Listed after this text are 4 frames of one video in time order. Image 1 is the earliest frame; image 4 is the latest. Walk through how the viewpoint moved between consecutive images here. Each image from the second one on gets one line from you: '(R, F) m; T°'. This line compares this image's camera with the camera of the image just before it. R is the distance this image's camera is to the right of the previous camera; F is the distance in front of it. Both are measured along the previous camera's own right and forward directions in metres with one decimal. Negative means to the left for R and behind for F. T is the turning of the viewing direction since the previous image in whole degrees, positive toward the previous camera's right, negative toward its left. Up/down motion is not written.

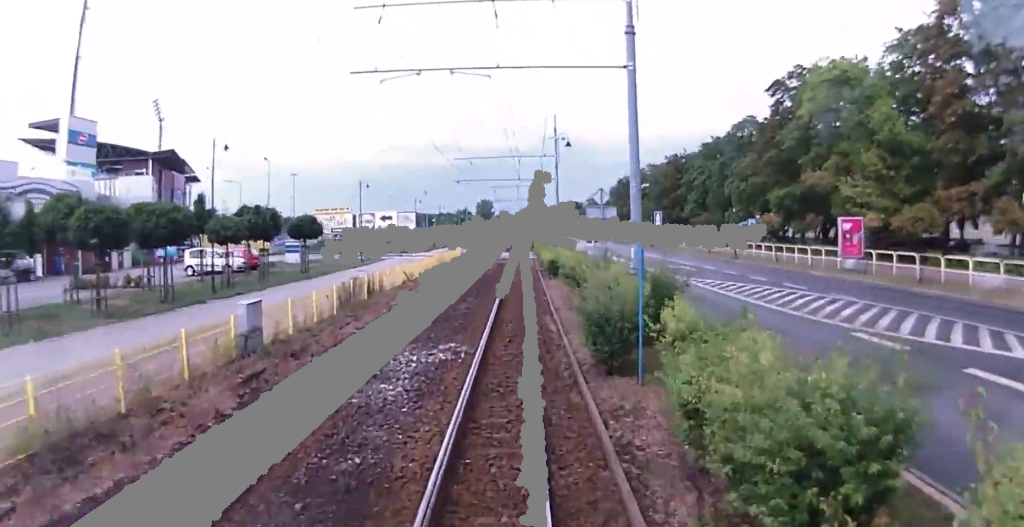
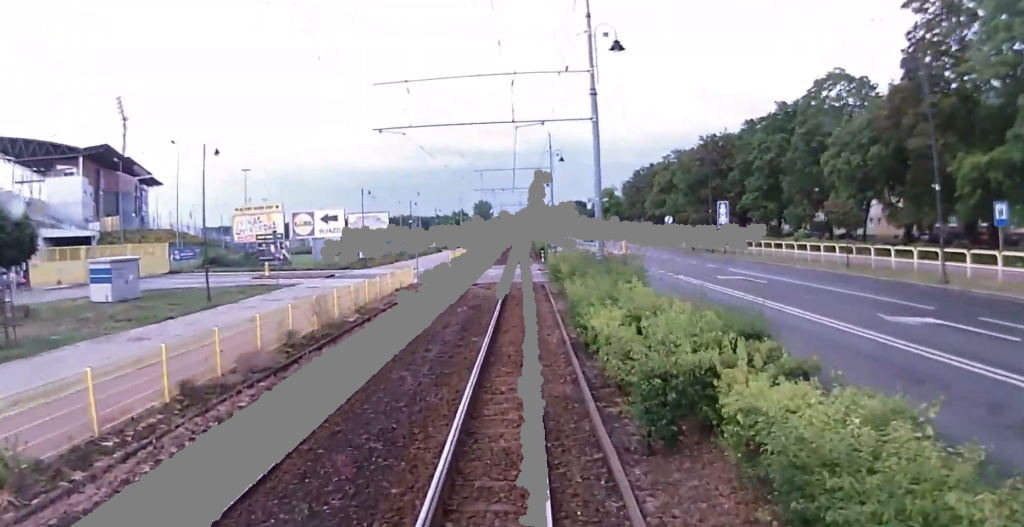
(+1.1, +26.1) m; +4°
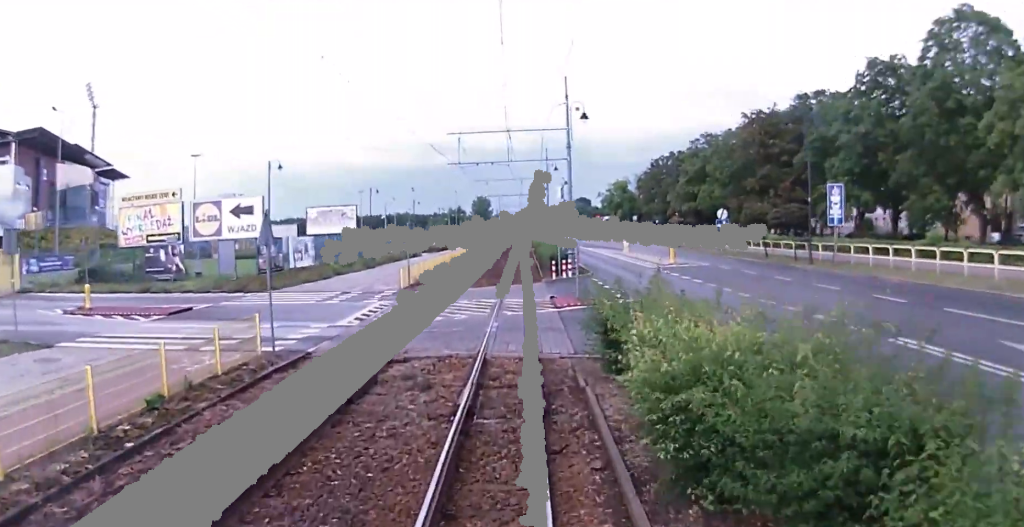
(+0.1, +20.3) m; -2°
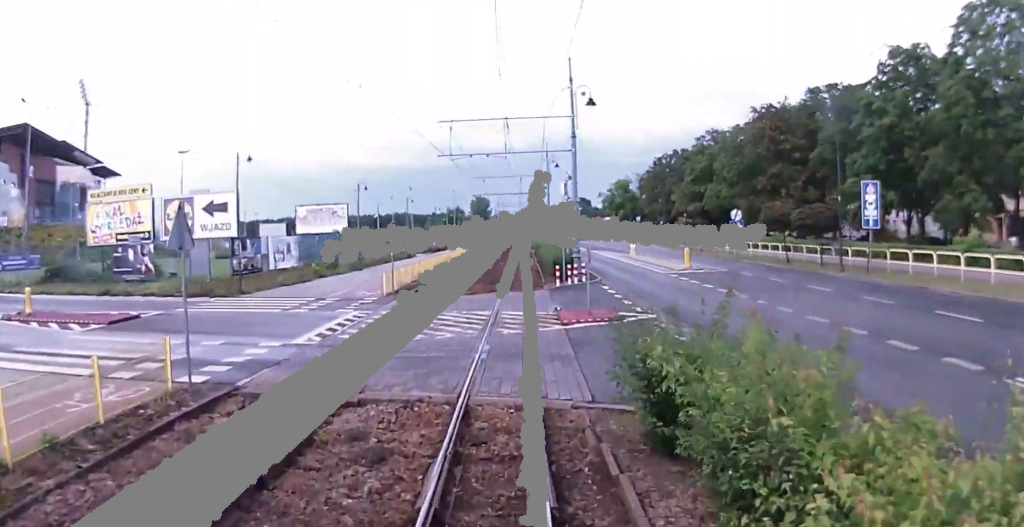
(-0.3, +3.9) m; 0°
